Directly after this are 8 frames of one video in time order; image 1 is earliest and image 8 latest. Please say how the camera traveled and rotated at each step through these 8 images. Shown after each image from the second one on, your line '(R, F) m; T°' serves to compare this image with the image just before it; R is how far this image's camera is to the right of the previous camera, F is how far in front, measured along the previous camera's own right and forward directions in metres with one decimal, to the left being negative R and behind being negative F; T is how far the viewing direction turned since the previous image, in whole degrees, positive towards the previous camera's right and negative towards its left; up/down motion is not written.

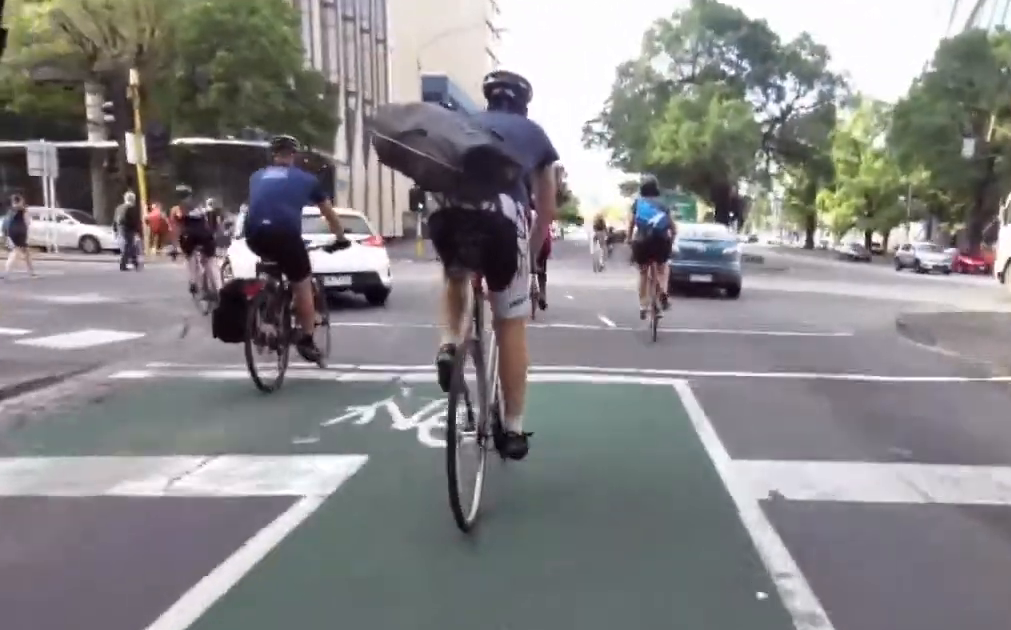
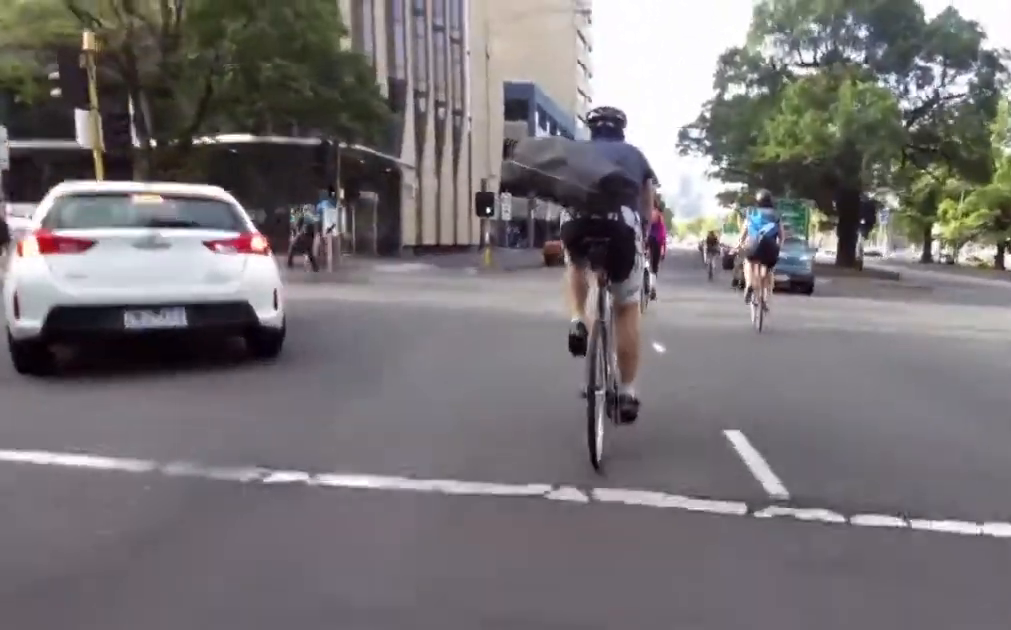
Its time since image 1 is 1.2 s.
(0.0, +6.4) m; 0°
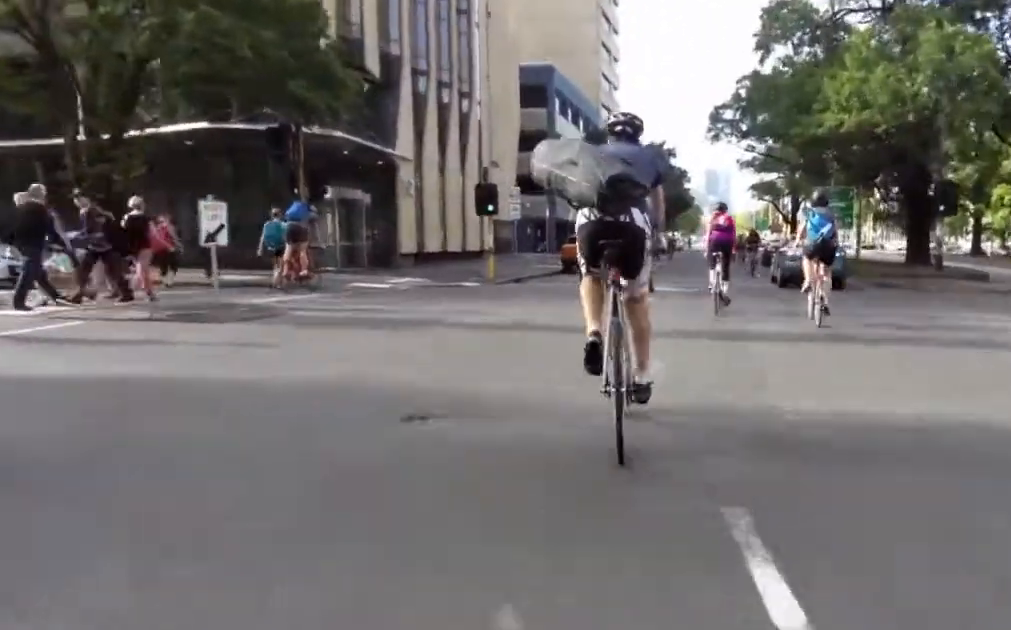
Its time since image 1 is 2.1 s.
(0.0, +4.9) m; 0°
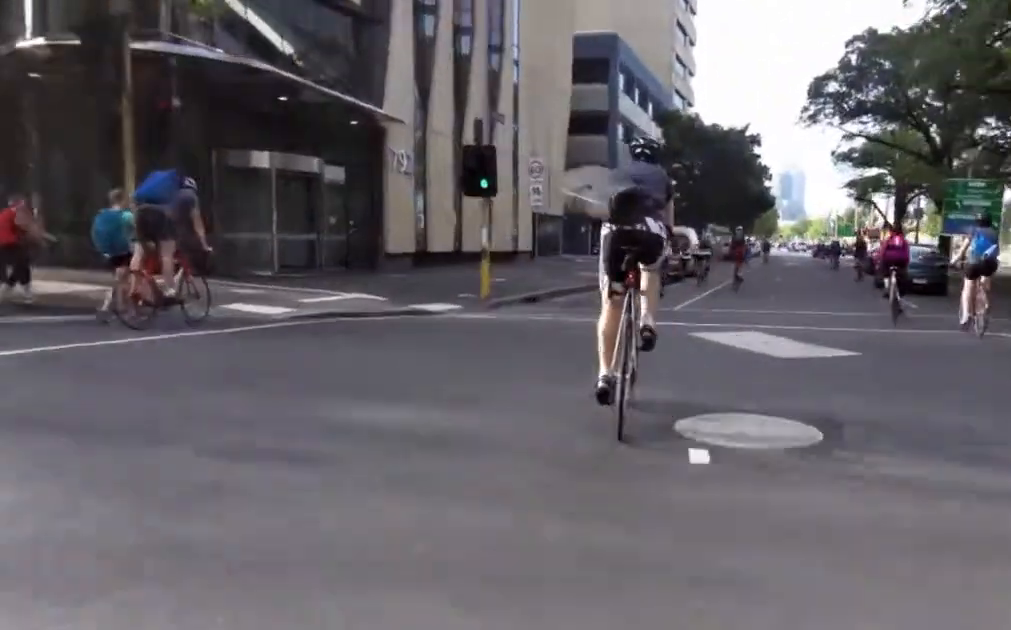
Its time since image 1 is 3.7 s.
(0.0, +10.7) m; 0°
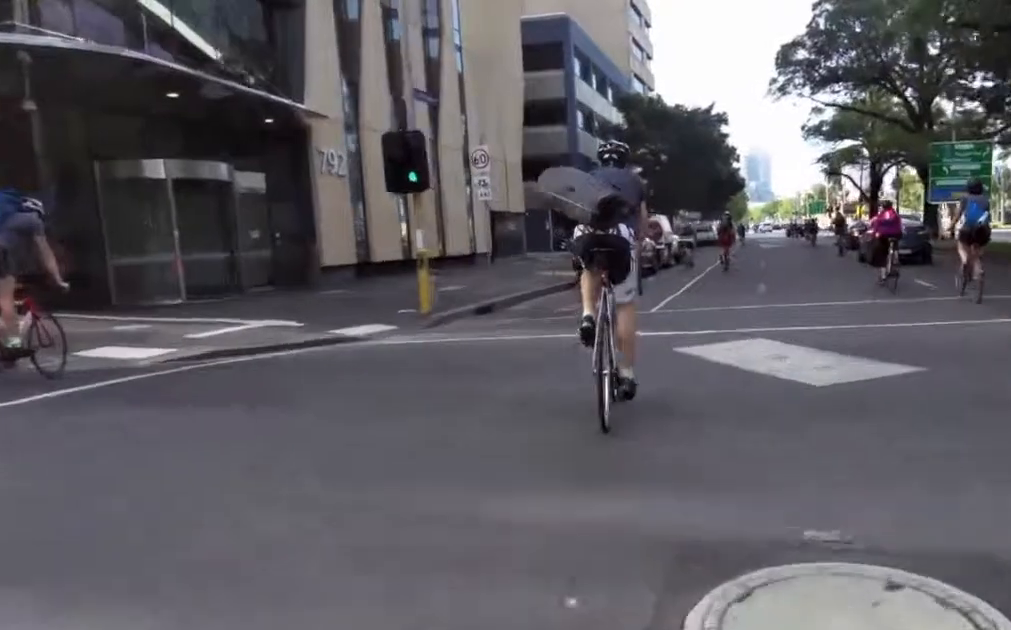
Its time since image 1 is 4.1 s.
(0.0, +2.8) m; 0°
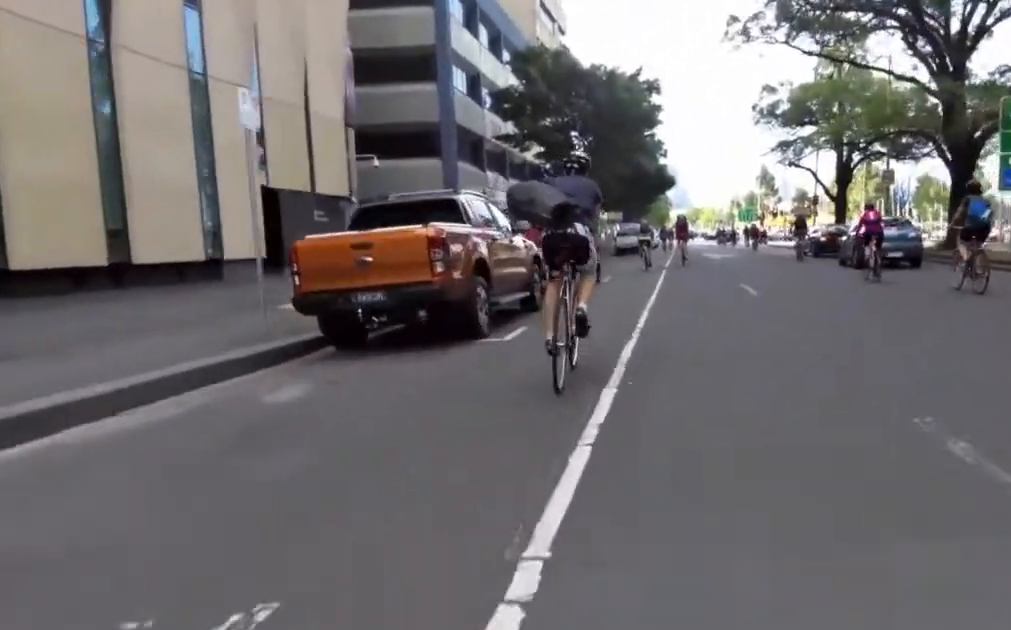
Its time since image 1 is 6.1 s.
(0.0, +14.1) m; 0°
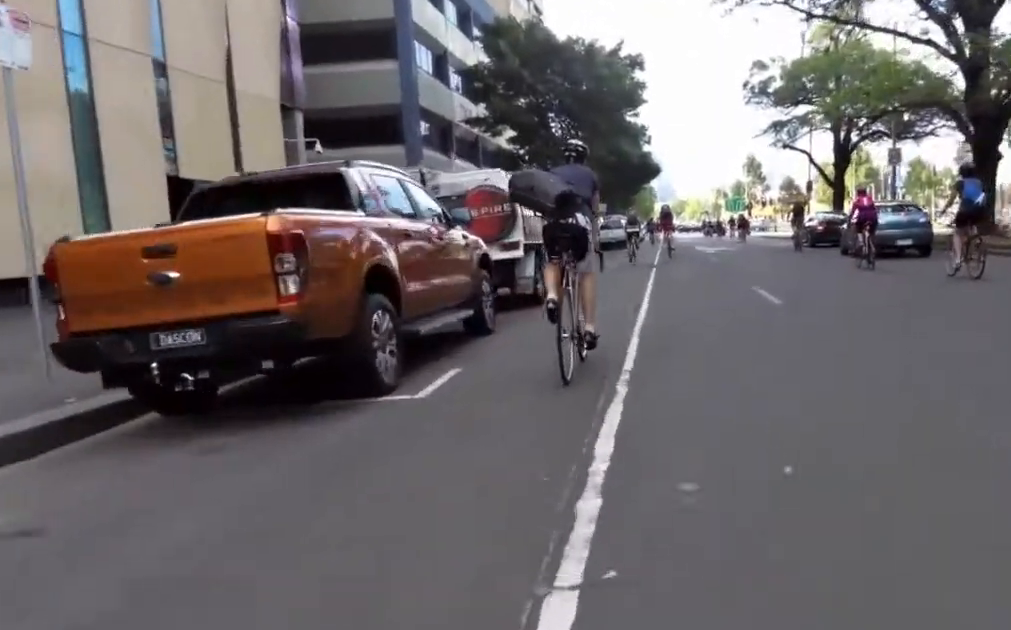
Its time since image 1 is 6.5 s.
(0.0, +3.2) m; 0°
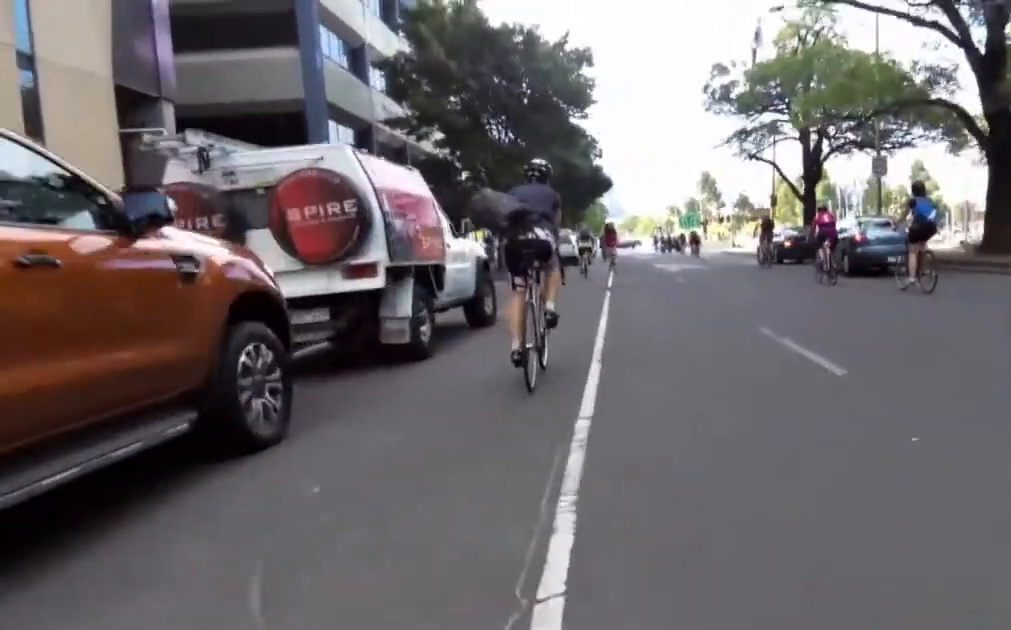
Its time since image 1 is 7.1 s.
(0.0, +4.7) m; +1°
